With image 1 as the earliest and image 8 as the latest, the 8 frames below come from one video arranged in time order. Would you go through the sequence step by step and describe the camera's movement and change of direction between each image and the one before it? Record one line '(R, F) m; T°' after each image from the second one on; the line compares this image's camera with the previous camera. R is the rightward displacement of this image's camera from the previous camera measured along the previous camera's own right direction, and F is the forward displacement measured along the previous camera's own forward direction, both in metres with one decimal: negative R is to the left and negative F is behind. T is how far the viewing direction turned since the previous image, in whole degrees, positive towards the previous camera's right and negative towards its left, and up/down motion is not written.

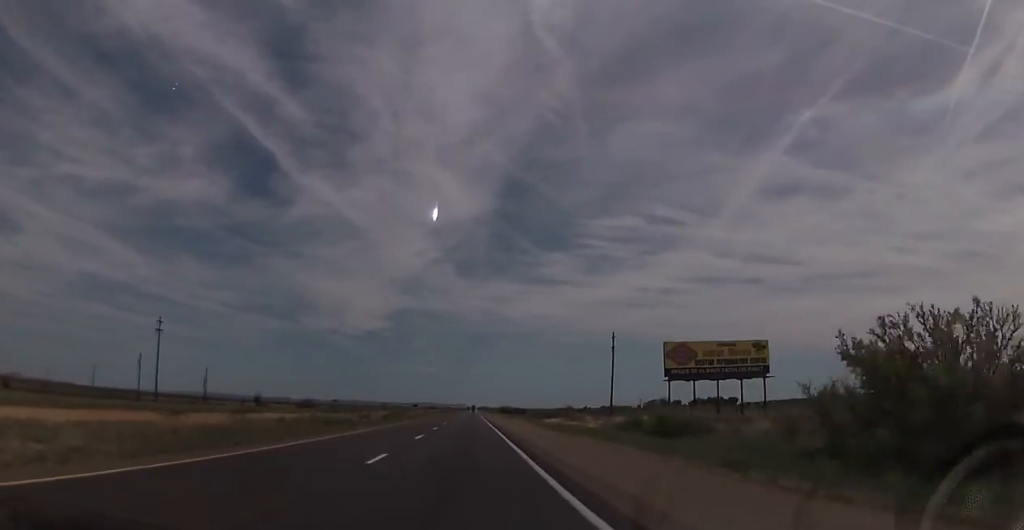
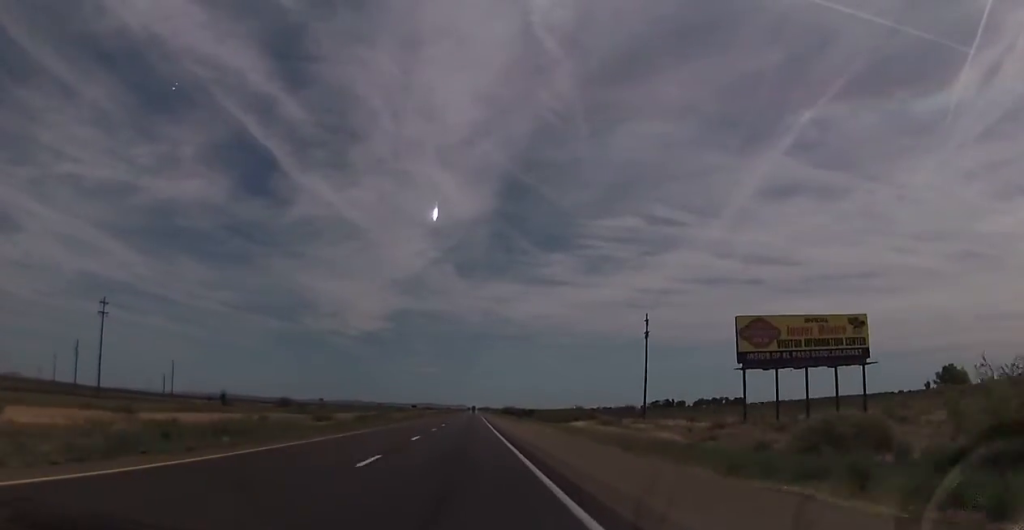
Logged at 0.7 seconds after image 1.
(+0.2, +25.2) m; 0°
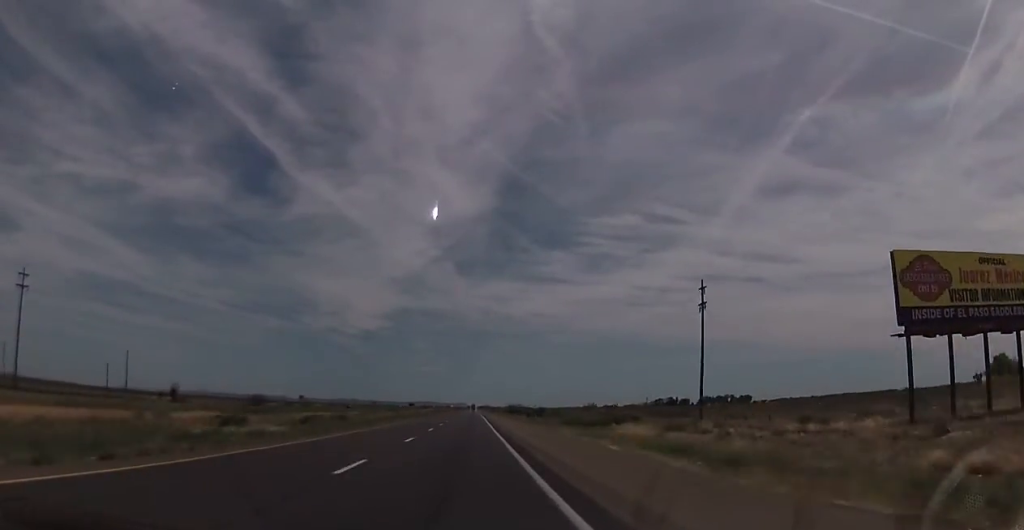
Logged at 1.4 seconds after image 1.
(+0.2, +26.5) m; 0°
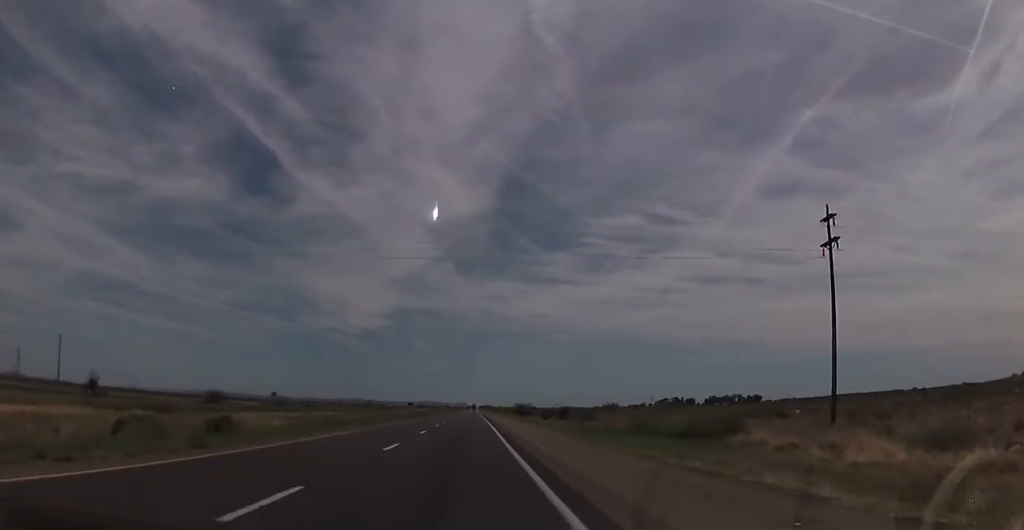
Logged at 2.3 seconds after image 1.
(-0.5, +30.2) m; 0°
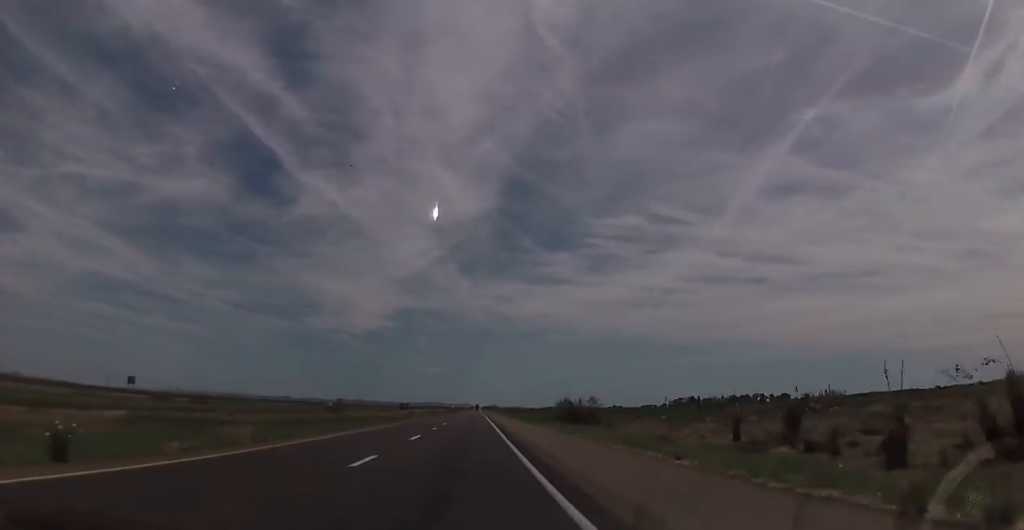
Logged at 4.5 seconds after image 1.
(-0.1, +79.7) m; -1°
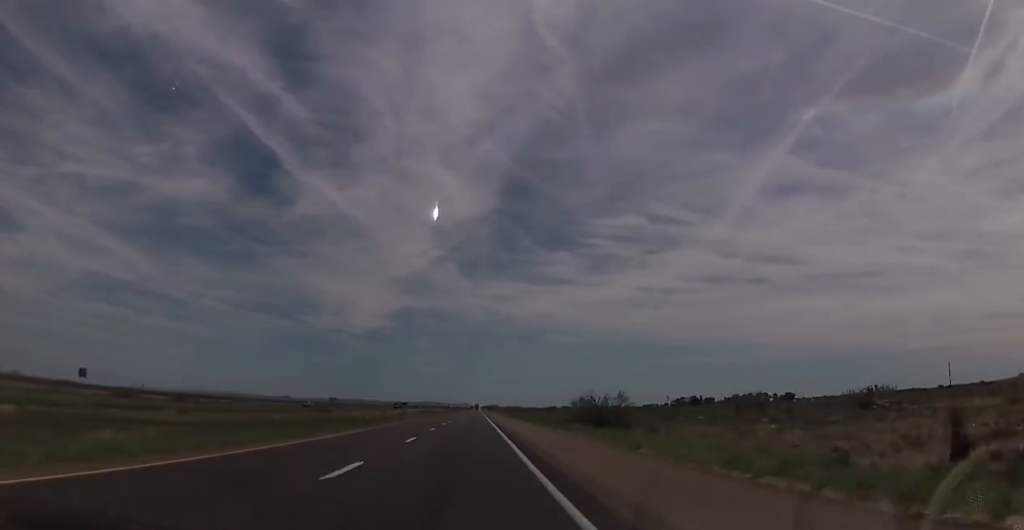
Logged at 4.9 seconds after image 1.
(-0.1, +14.5) m; 0°
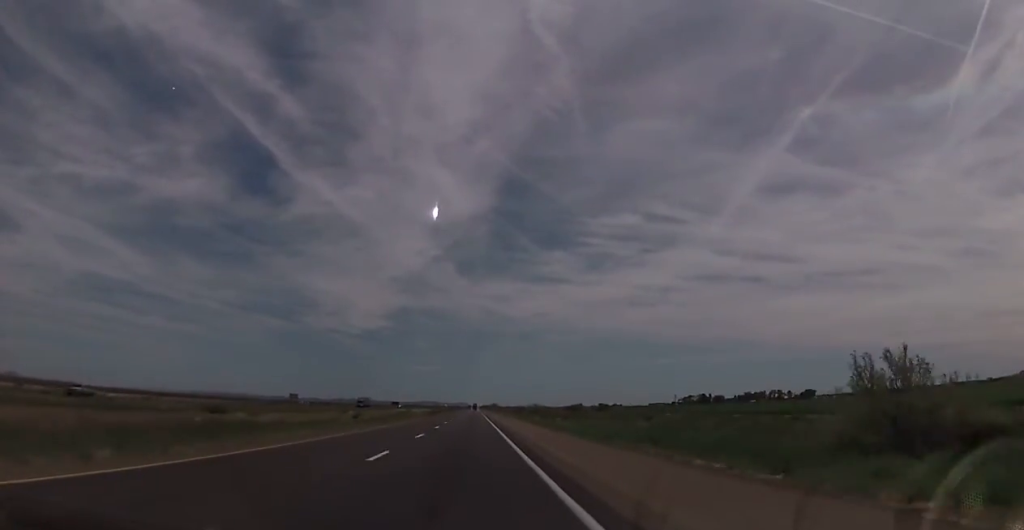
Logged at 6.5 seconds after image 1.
(+0.5, +57.8) m; 0°
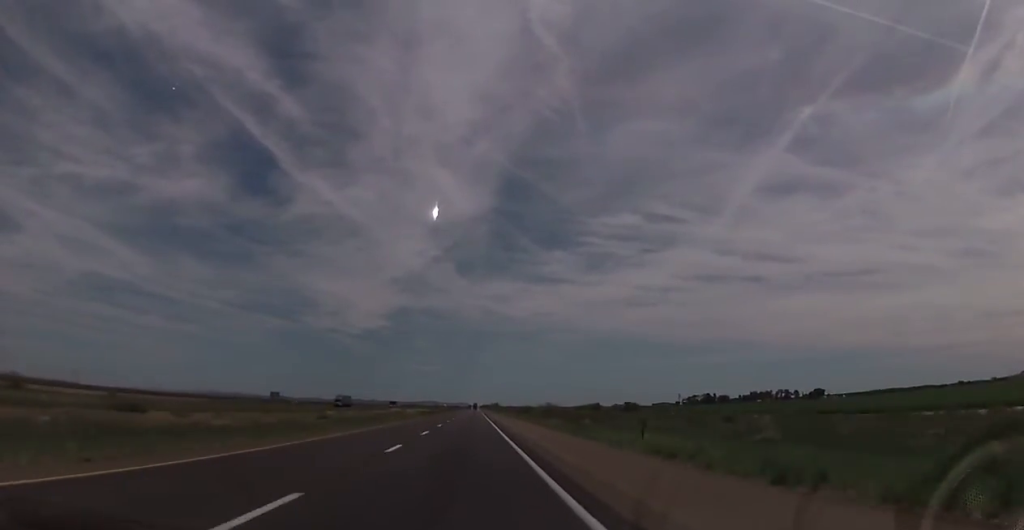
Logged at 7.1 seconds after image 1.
(-0.3, +21.6) m; 0°
